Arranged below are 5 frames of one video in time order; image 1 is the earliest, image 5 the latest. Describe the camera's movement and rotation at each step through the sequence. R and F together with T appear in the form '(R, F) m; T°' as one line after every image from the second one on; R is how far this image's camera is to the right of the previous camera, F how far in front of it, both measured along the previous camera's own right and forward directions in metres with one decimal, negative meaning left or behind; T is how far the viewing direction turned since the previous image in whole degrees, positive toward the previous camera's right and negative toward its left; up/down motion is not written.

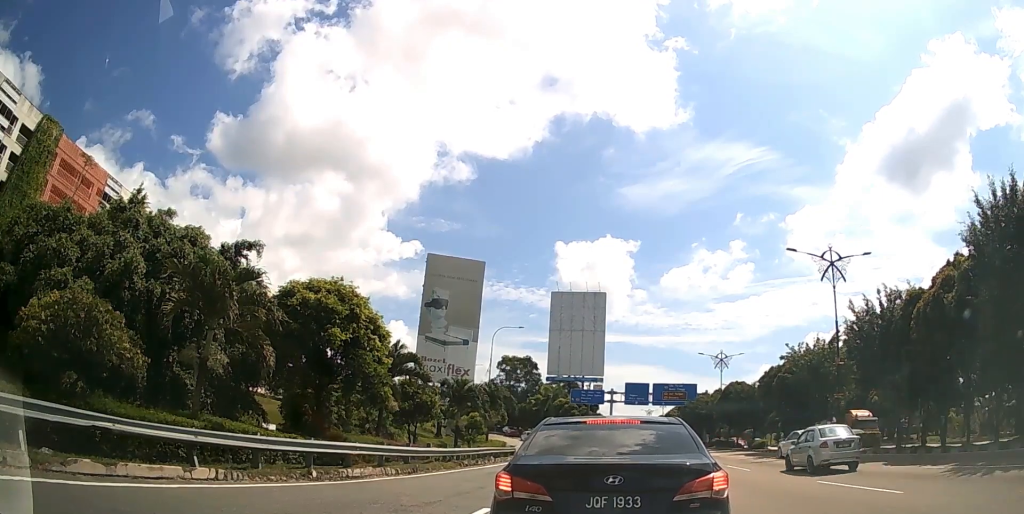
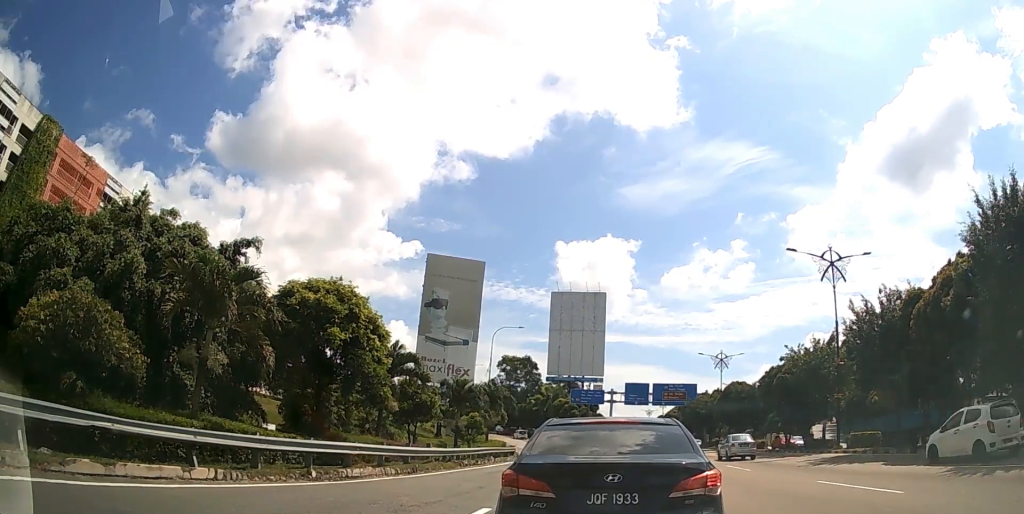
(0.0, 0.0) m; 0°
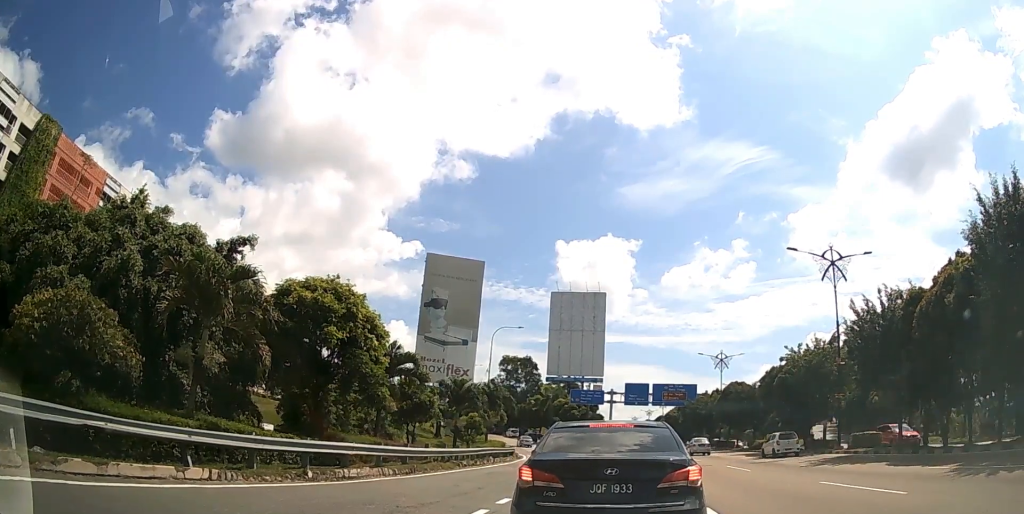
(0.0, +0.2) m; 0°
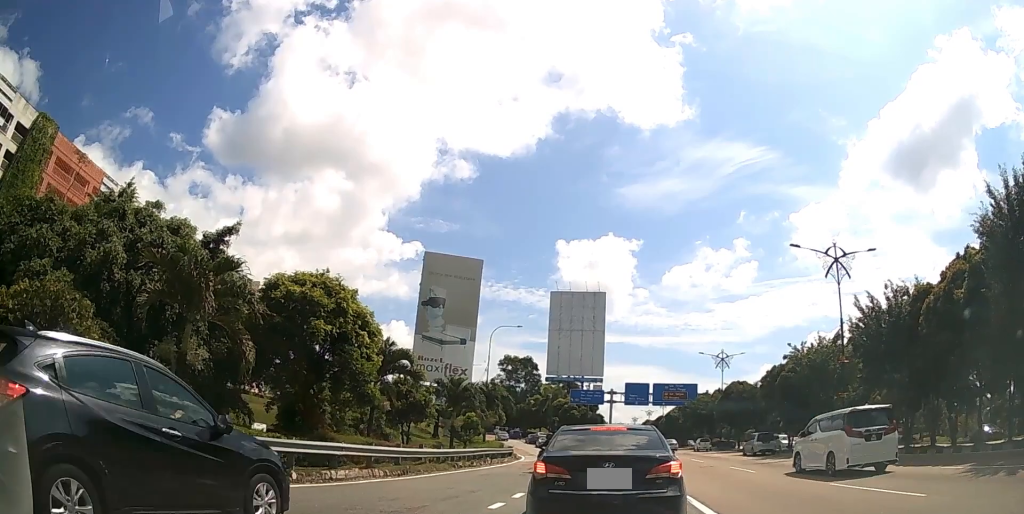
(+0.1, +0.9) m; 0°
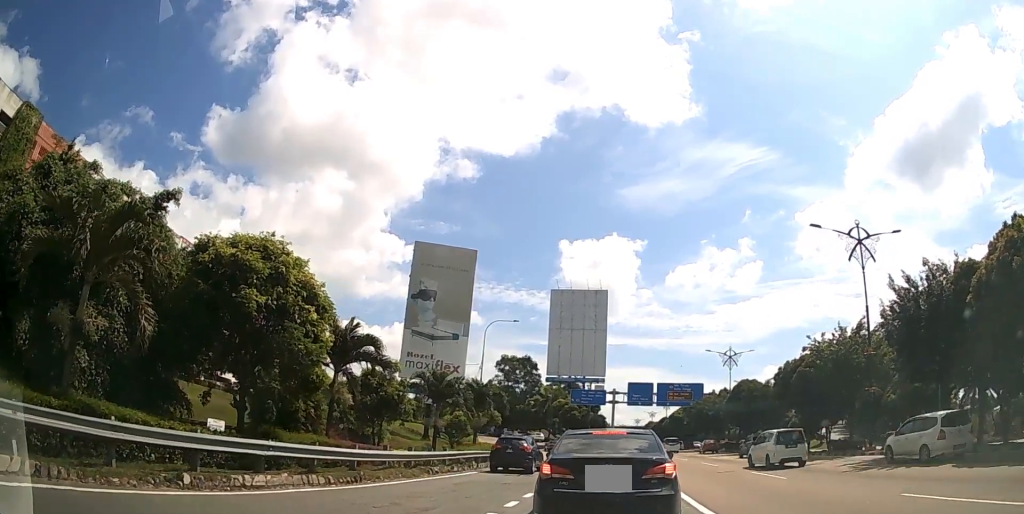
(0.0, +3.7) m; -1°
